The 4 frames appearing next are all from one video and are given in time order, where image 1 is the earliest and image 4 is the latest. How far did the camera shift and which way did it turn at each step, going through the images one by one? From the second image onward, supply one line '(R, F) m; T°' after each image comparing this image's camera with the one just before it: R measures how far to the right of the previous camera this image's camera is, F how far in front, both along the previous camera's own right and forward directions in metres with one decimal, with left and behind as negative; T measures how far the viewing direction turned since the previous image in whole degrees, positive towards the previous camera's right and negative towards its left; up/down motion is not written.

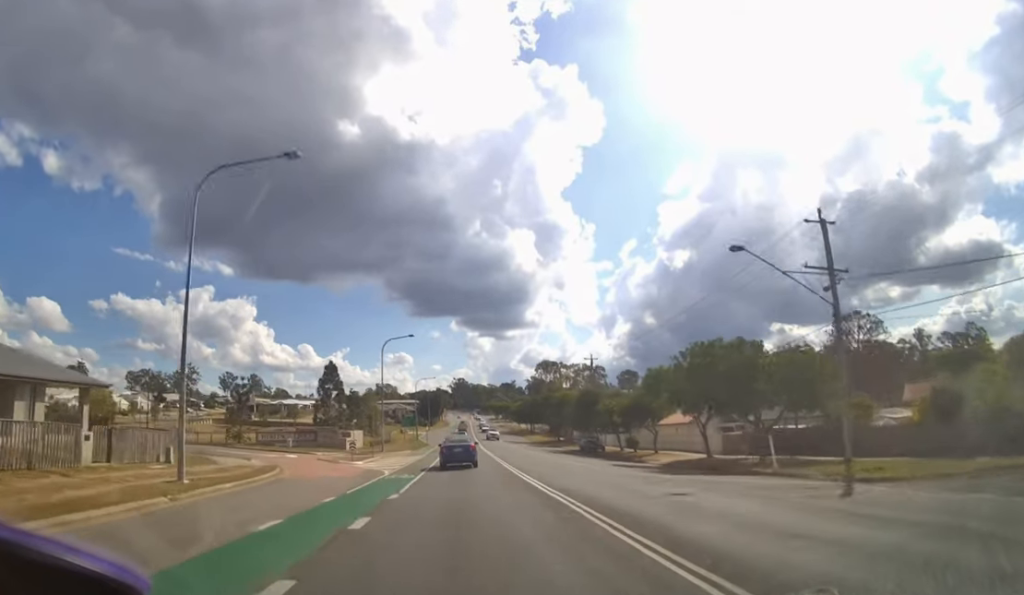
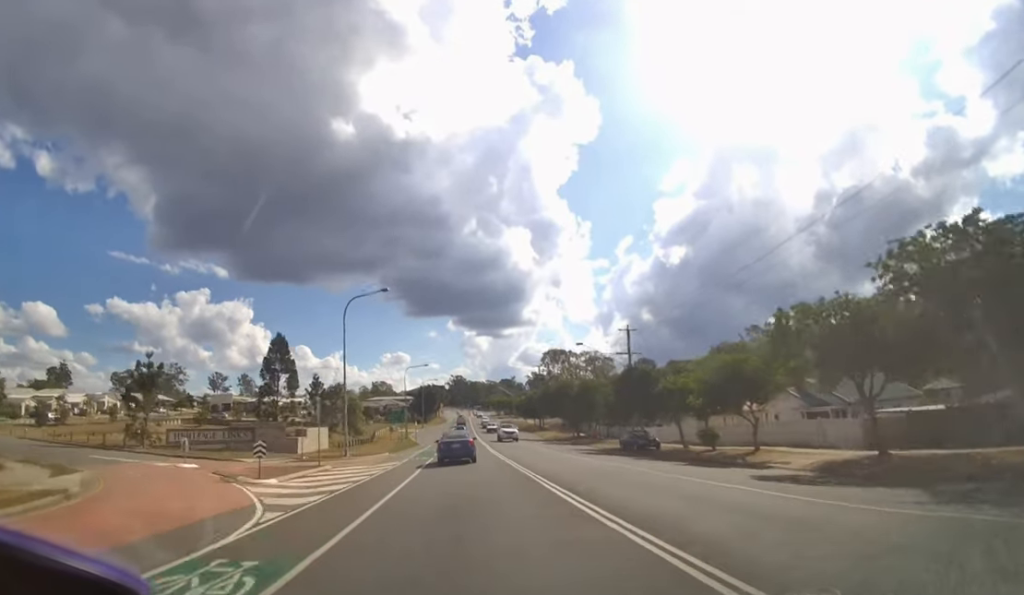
(0.0, +17.1) m; 0°
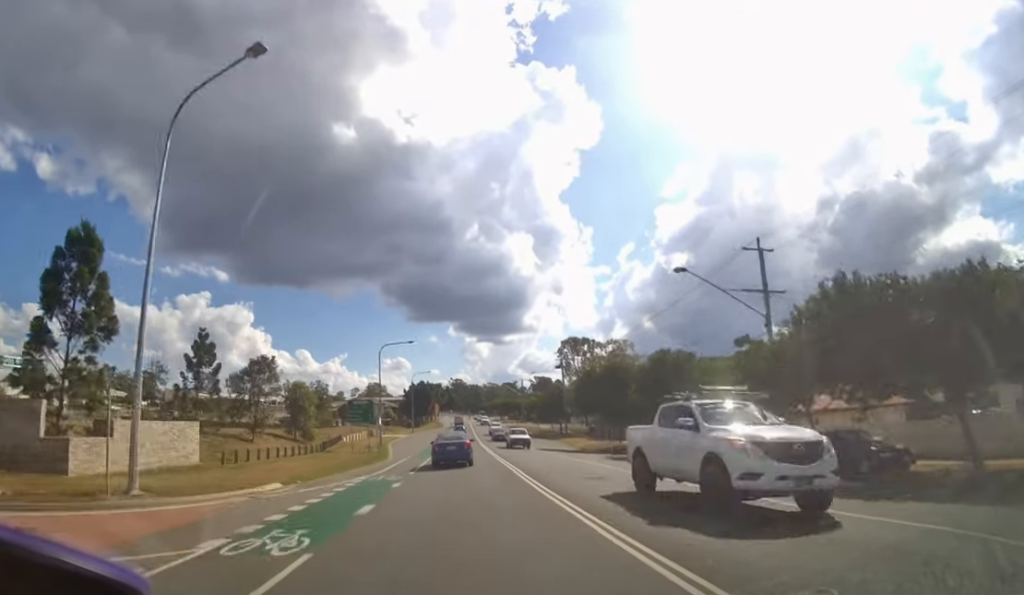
(0.0, +25.3) m; 0°
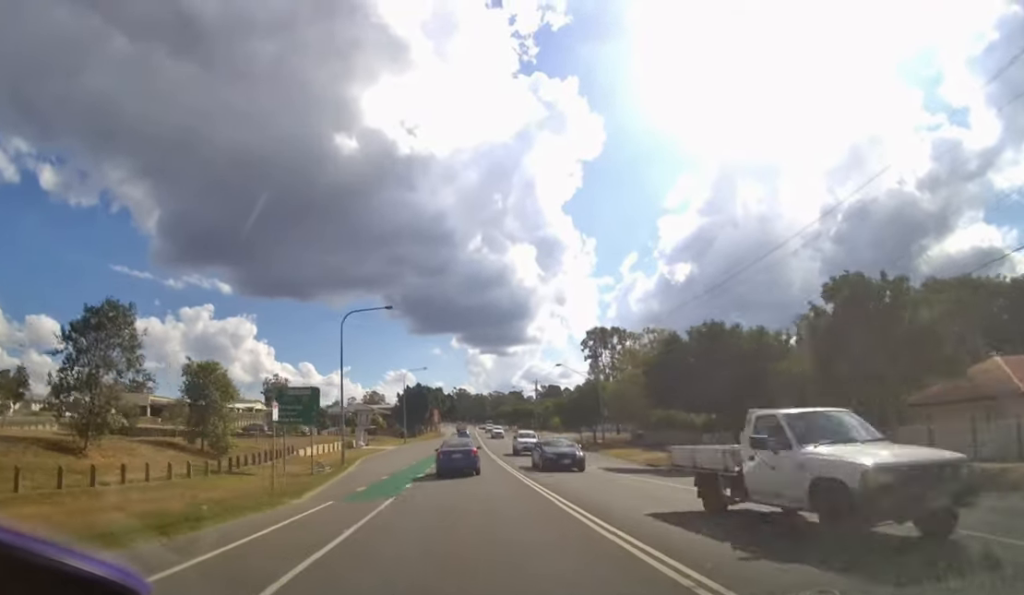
(0.0, +18.7) m; 0°
